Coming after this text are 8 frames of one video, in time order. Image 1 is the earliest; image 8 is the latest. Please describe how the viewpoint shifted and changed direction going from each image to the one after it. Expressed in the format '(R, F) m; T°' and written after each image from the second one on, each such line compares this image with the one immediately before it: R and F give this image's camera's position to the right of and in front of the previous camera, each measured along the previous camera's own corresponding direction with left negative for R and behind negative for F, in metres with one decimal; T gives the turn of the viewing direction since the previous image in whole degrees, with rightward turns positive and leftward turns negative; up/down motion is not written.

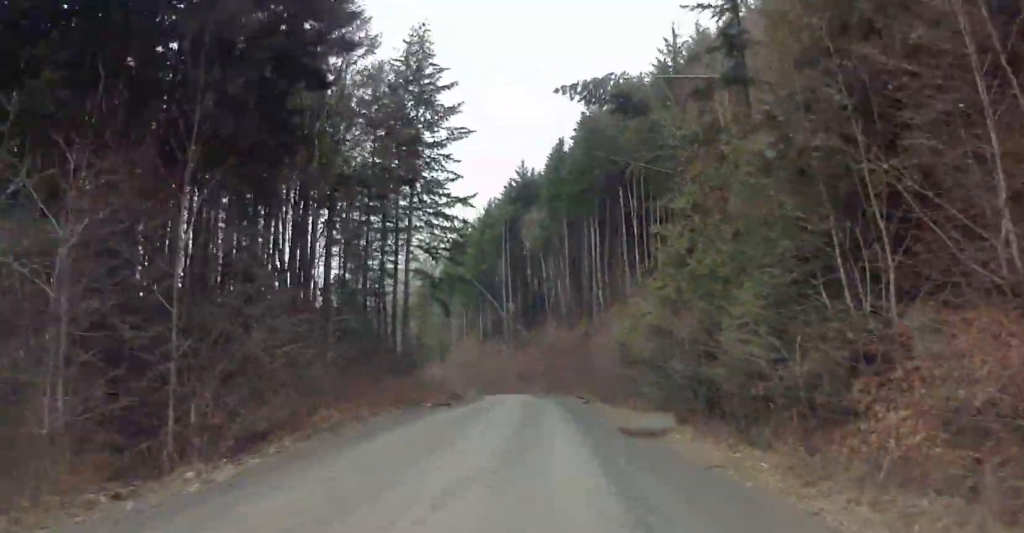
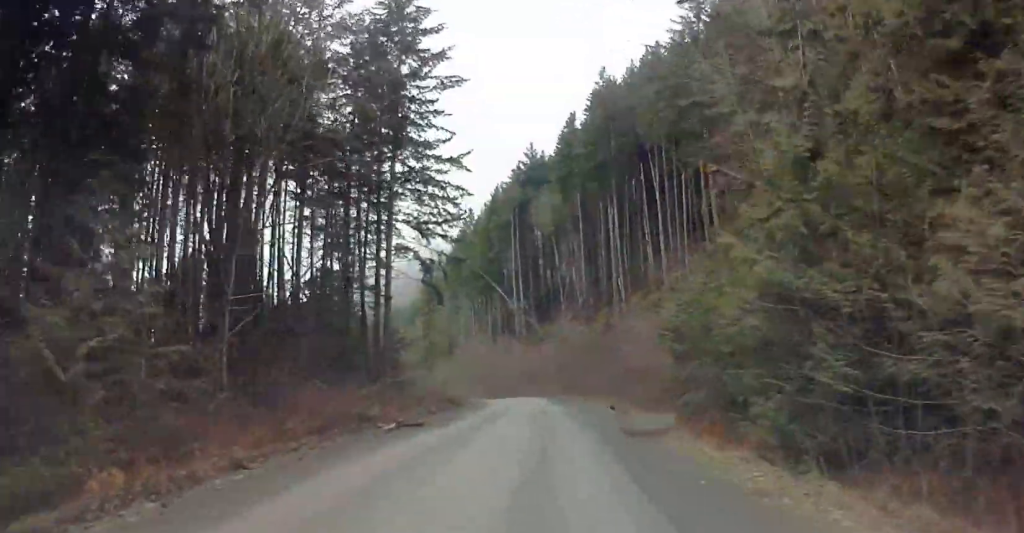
(+0.9, +12.3) m; +3°
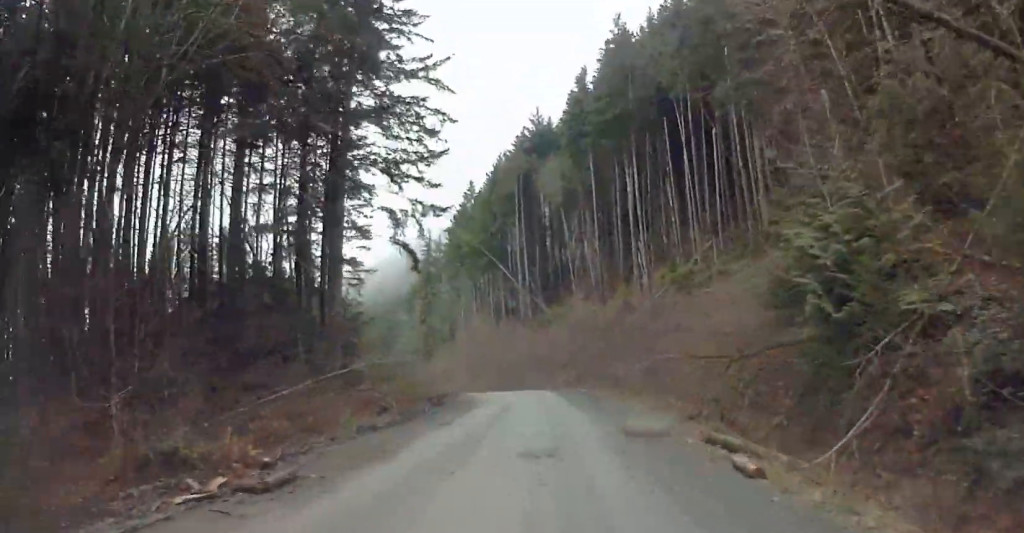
(+0.3, +14.7) m; +1°
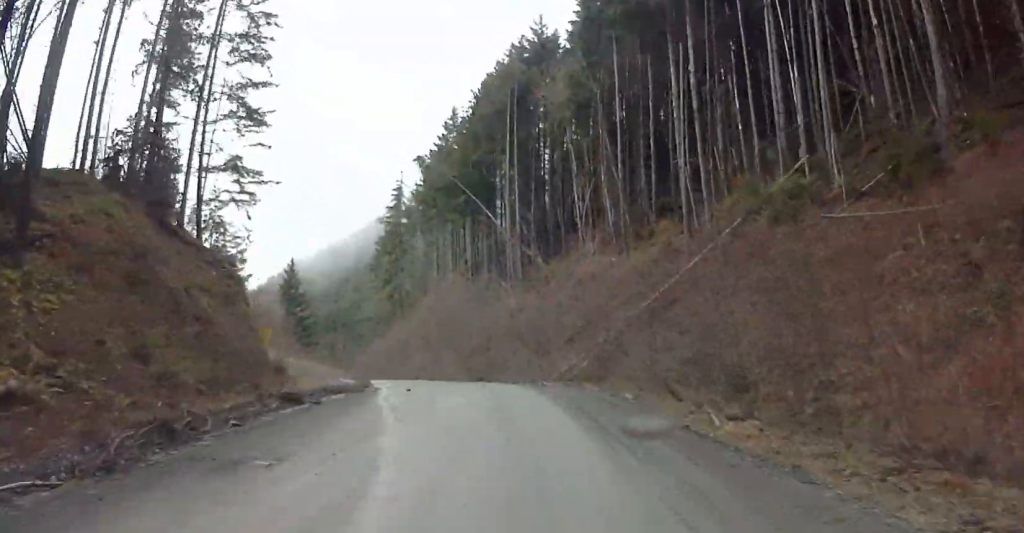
(-0.7, +32.8) m; -3°
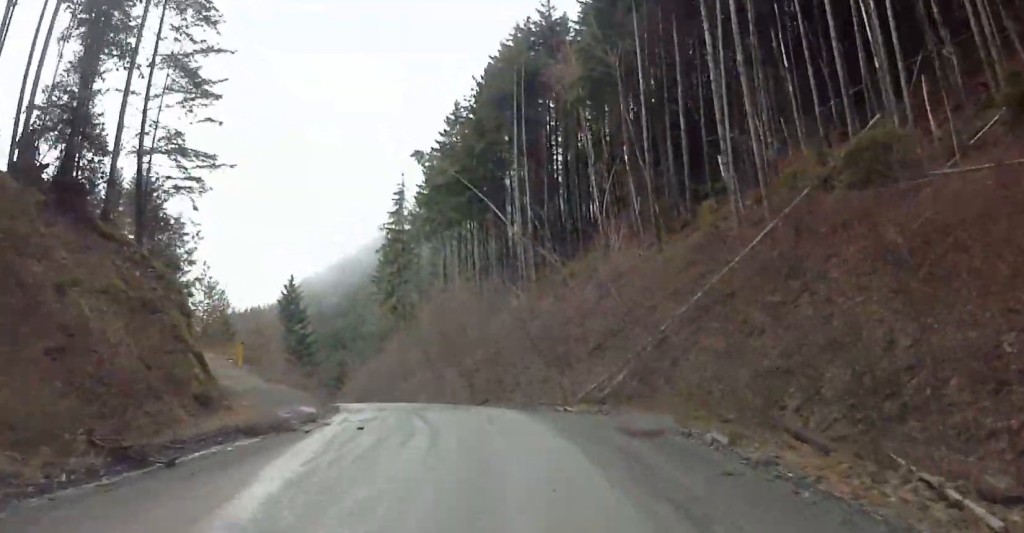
(-0.1, +10.7) m; -2°
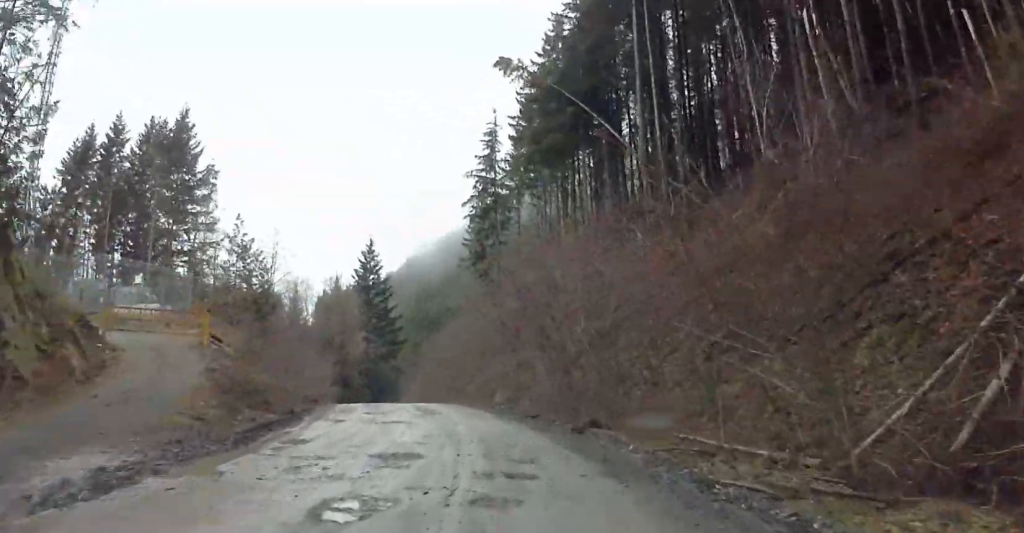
(-0.2, +22.9) m; -11°
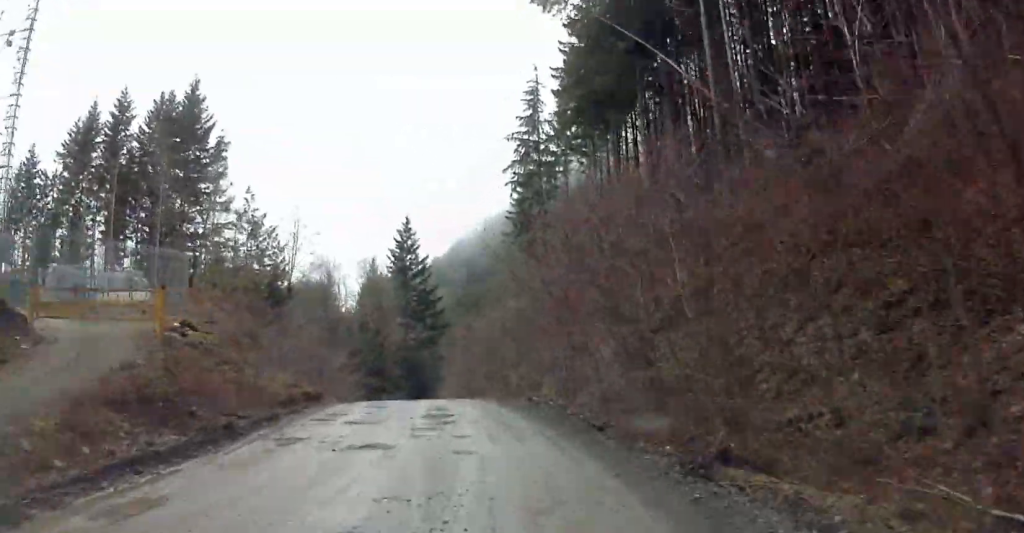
(-1.8, +9.8) m; -5°
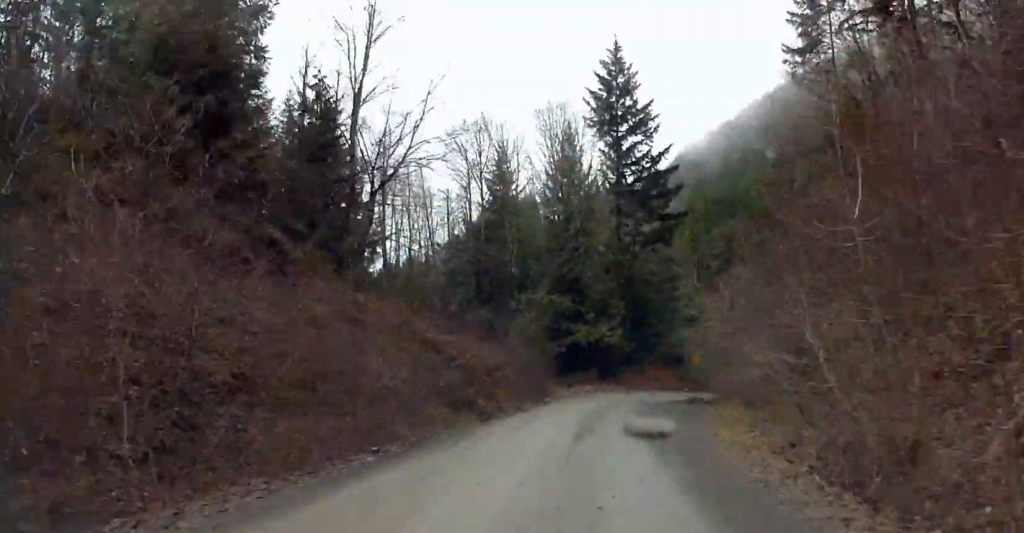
(-3.3, +51.4) m; +3°
